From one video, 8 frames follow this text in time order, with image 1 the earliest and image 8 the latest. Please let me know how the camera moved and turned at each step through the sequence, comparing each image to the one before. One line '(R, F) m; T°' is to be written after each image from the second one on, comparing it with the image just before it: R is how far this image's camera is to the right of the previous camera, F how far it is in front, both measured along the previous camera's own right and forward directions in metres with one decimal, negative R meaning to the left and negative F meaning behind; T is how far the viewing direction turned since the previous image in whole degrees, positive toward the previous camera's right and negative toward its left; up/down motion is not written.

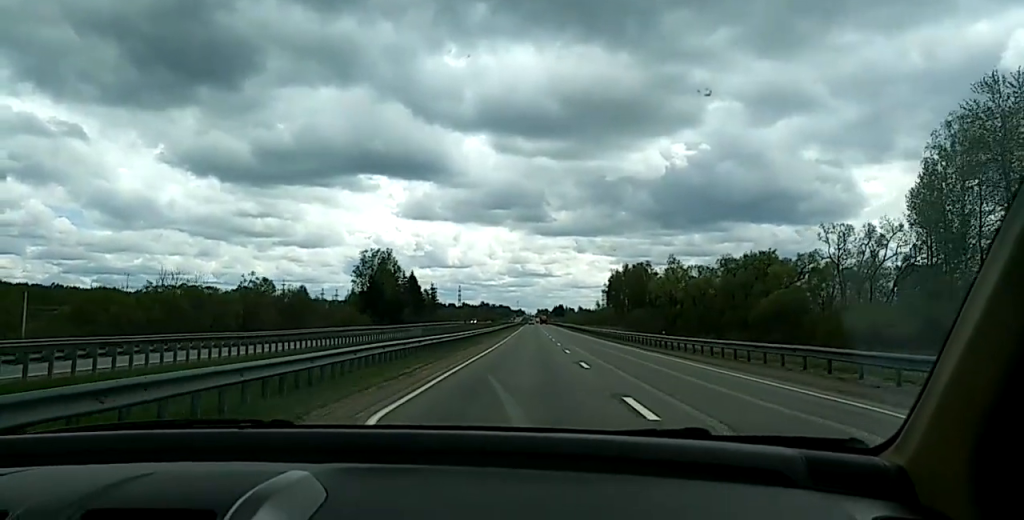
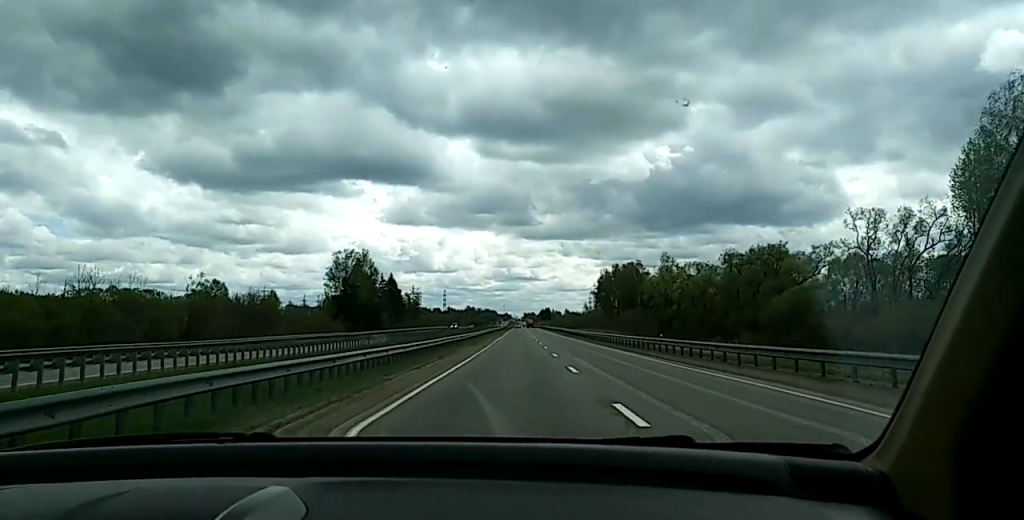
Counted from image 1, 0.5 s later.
(0.0, +11.5) m; 0°
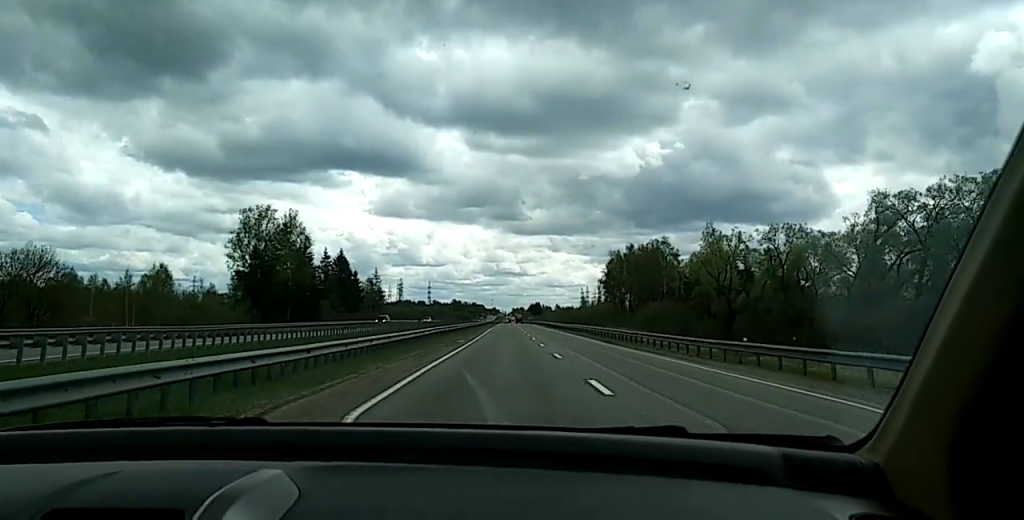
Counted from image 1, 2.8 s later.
(+0.1, +43.8) m; 0°
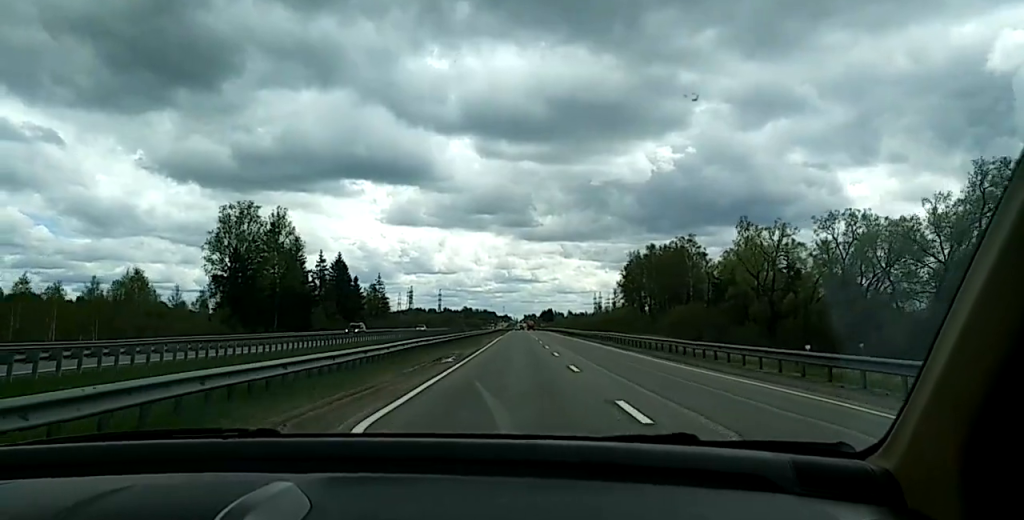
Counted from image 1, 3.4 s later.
(0.0, +11.3) m; 0°
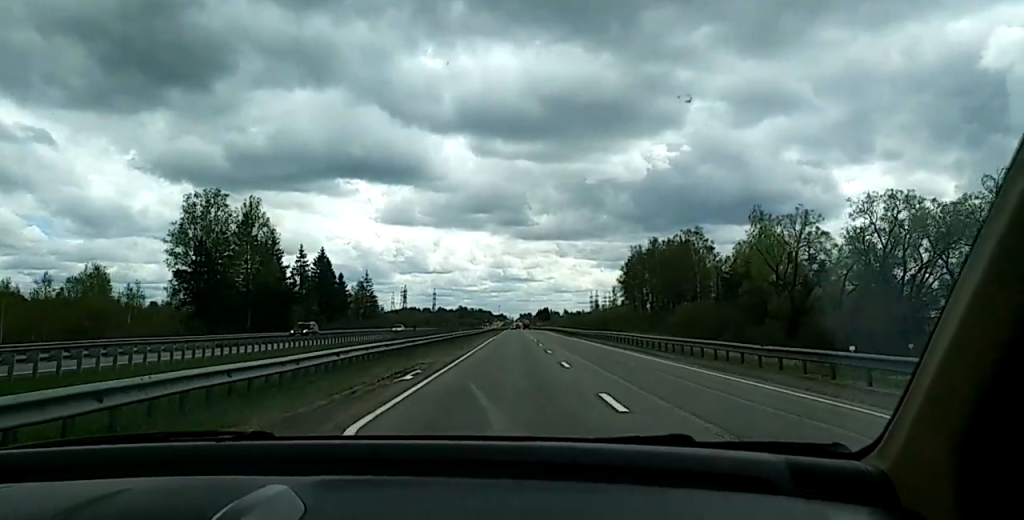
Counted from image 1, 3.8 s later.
(+0.1, +10.9) m; 0°
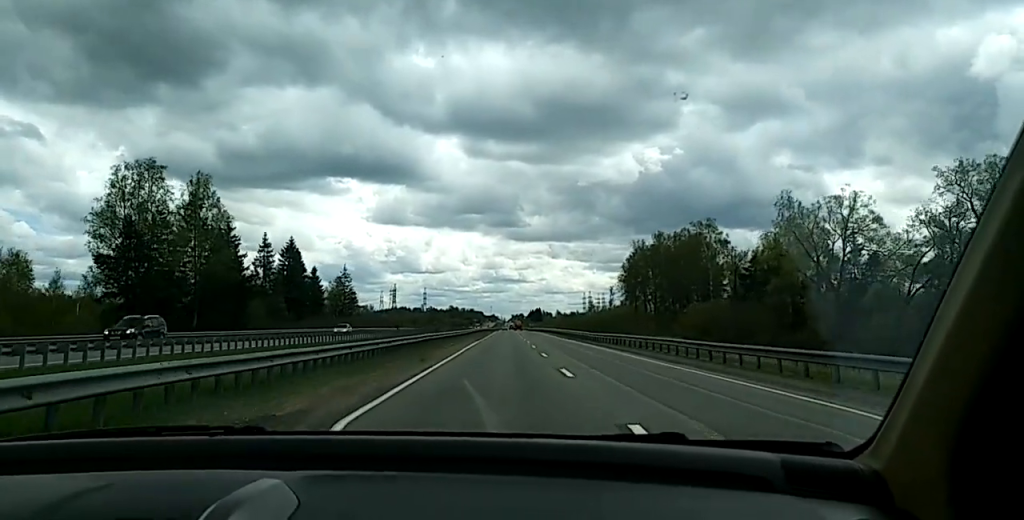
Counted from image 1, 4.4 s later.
(+0.1, +16.7) m; 0°
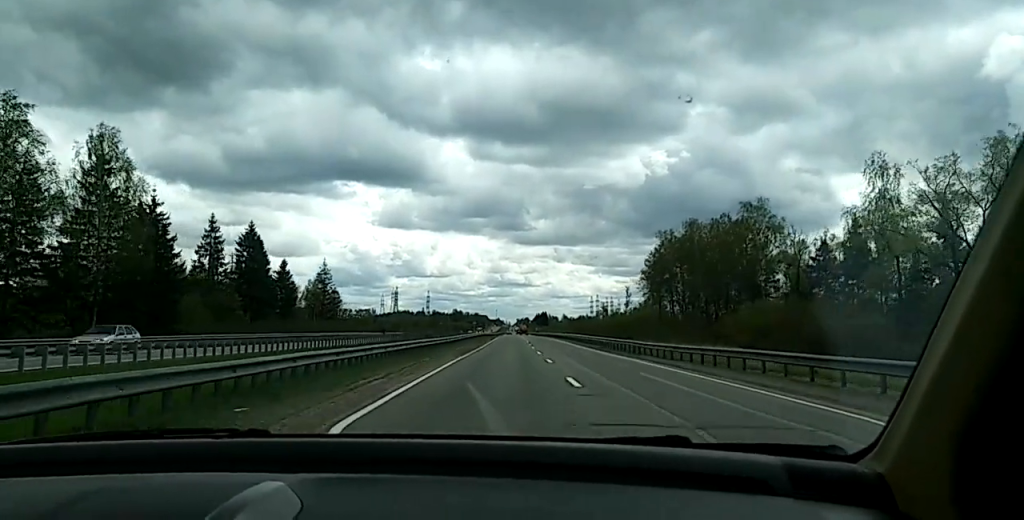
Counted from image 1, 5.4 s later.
(-0.2, +29.9) m; 0°
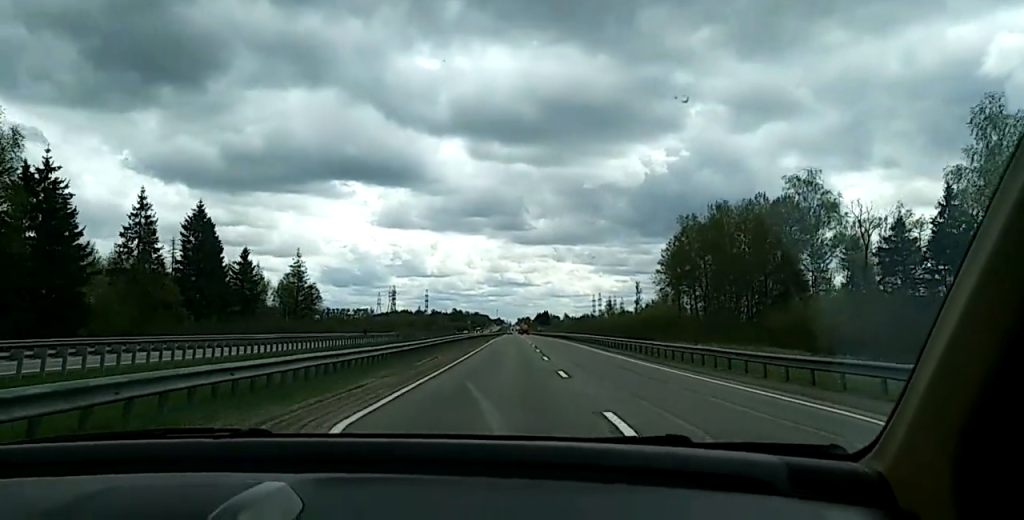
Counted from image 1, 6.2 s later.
(0.0, +26.6) m; 0°
